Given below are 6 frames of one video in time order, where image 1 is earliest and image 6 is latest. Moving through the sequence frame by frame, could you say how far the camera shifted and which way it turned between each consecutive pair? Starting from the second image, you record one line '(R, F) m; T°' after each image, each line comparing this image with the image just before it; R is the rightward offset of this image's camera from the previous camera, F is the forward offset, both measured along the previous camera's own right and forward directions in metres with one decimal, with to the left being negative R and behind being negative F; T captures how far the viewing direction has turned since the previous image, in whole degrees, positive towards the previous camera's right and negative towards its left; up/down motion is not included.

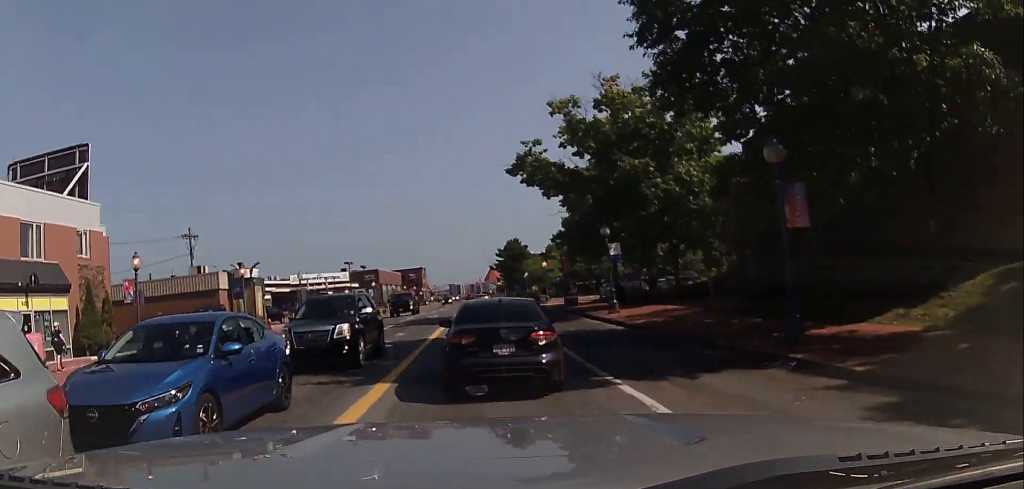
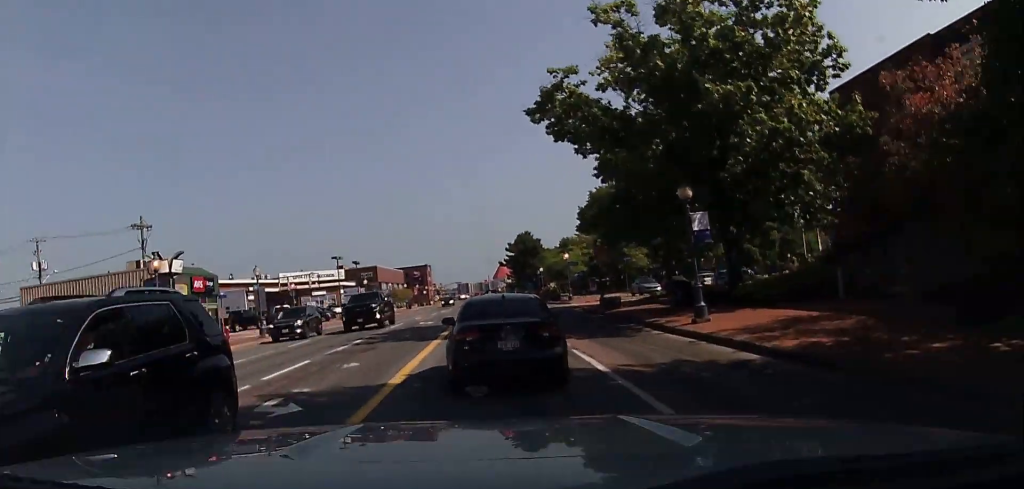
(-0.9, +10.6) m; -8°
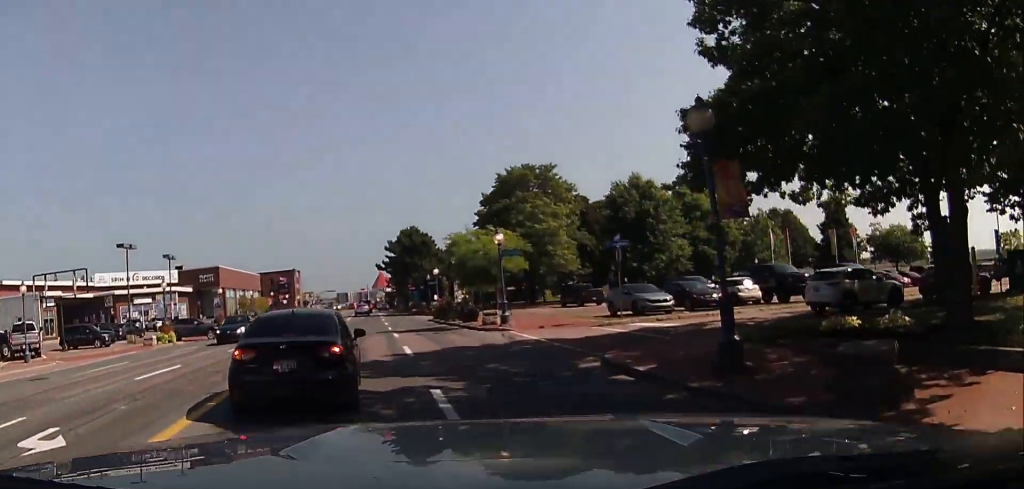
(+0.5, +28.1) m; +10°
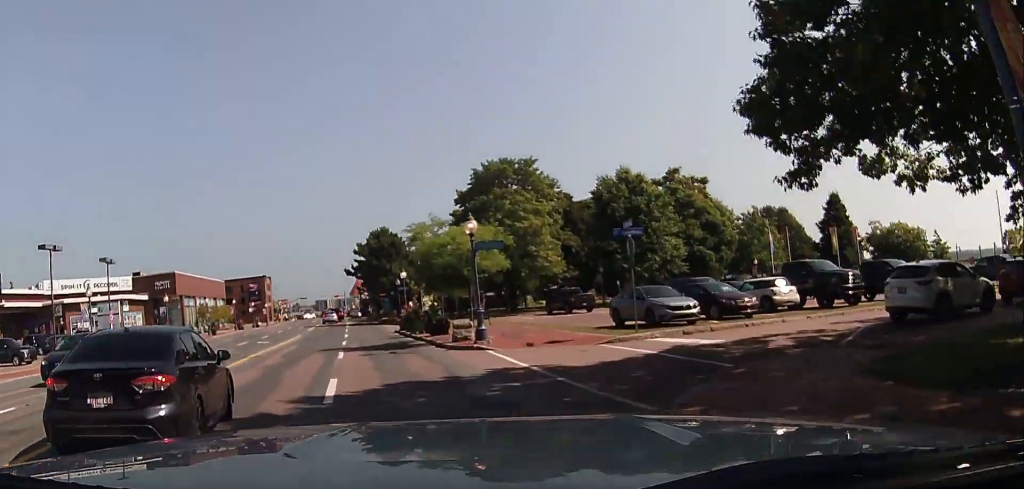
(+0.2, +6.4) m; +1°
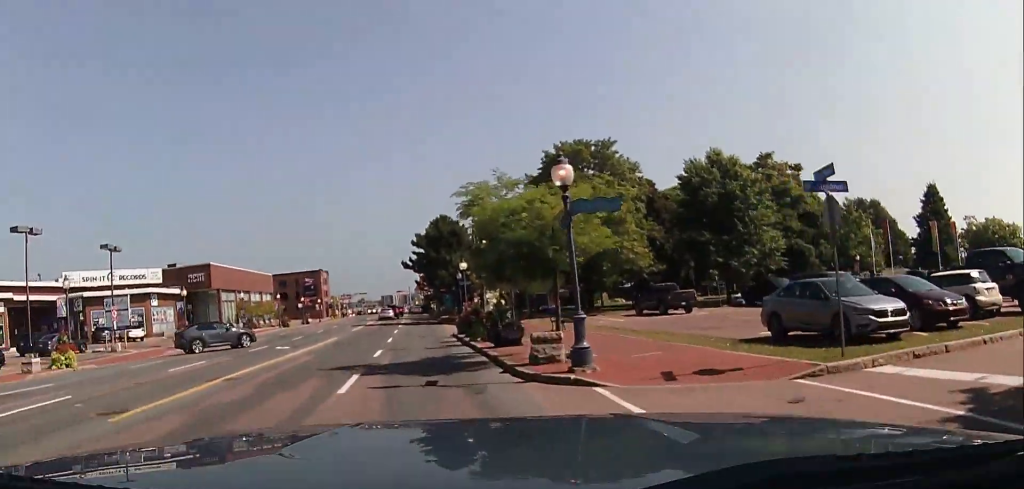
(0.0, +7.5) m; -3°
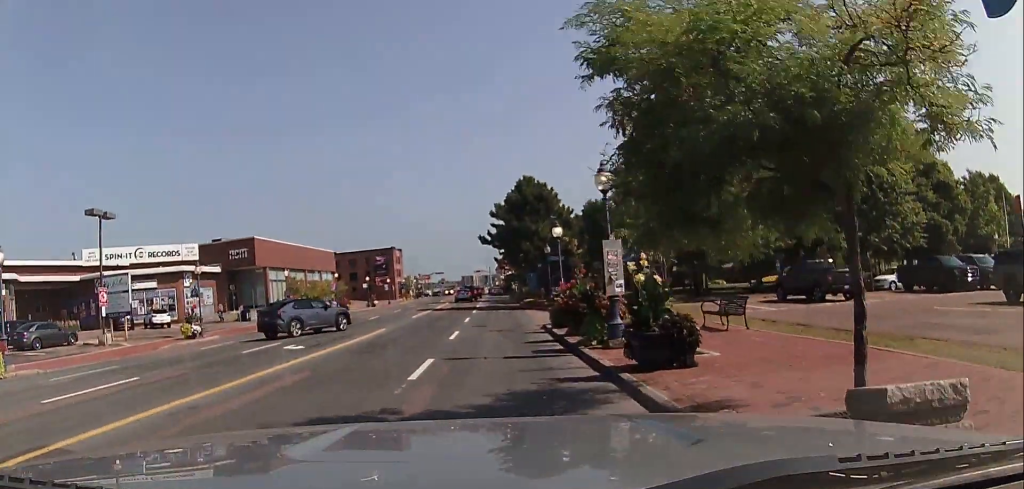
(-0.3, +9.5) m; -7°
